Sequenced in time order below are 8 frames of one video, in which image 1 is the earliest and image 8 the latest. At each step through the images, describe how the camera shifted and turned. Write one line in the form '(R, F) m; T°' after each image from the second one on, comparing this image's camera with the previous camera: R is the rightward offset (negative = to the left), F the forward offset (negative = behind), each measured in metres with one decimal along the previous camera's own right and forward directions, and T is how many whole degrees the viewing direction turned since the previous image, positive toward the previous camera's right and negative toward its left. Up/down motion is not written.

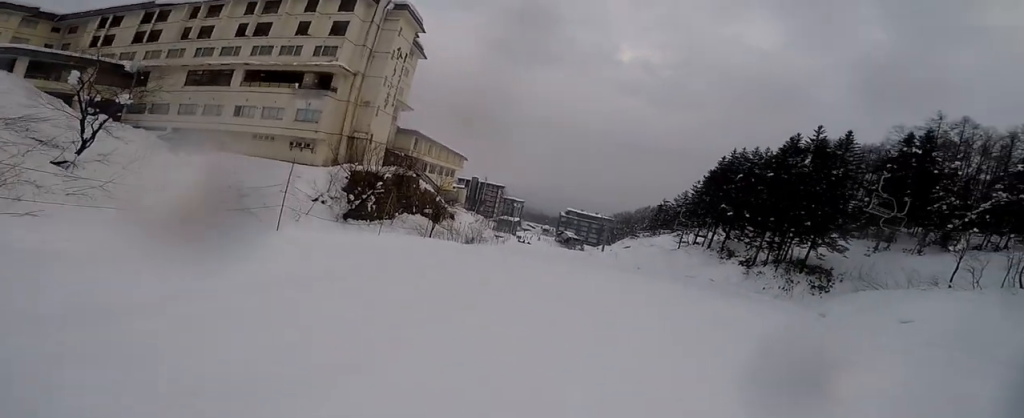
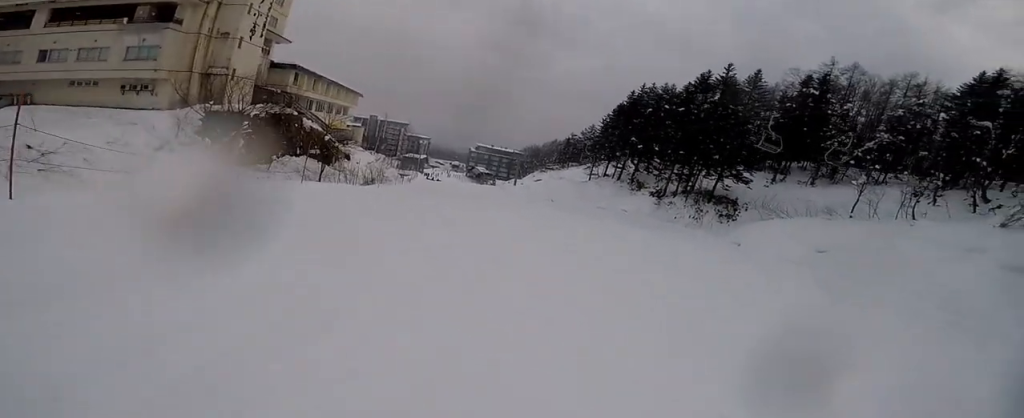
(+0.4, +3.4) m; +10°
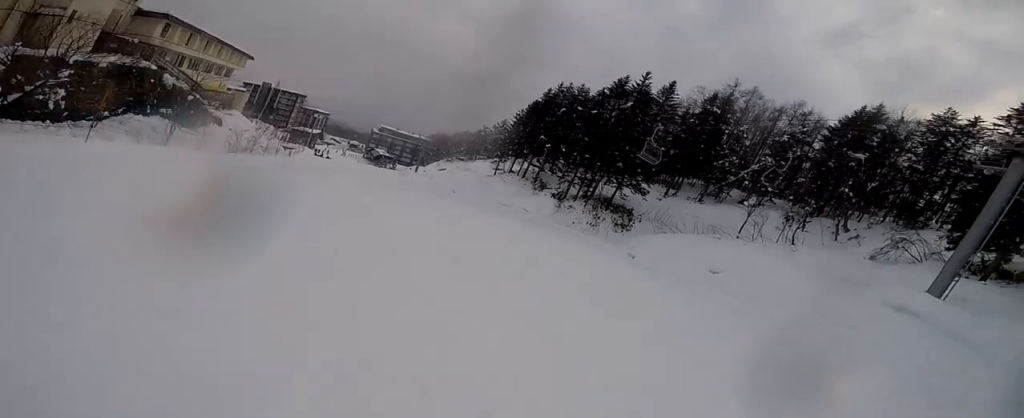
(+0.1, +3.5) m; +14°
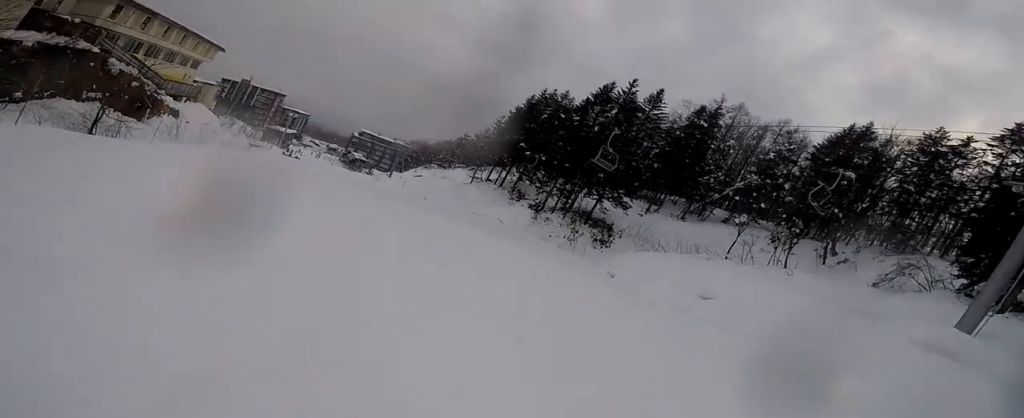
(+0.8, +3.4) m; +16°
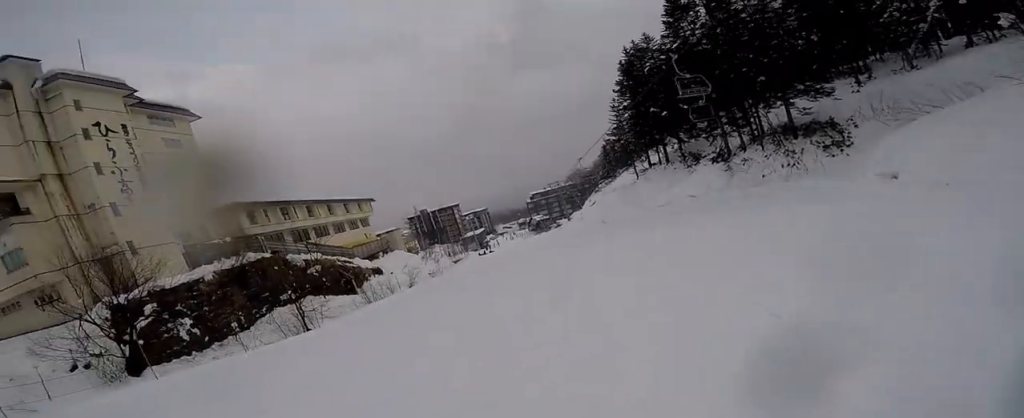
(-1.5, +6.4) m; -35°
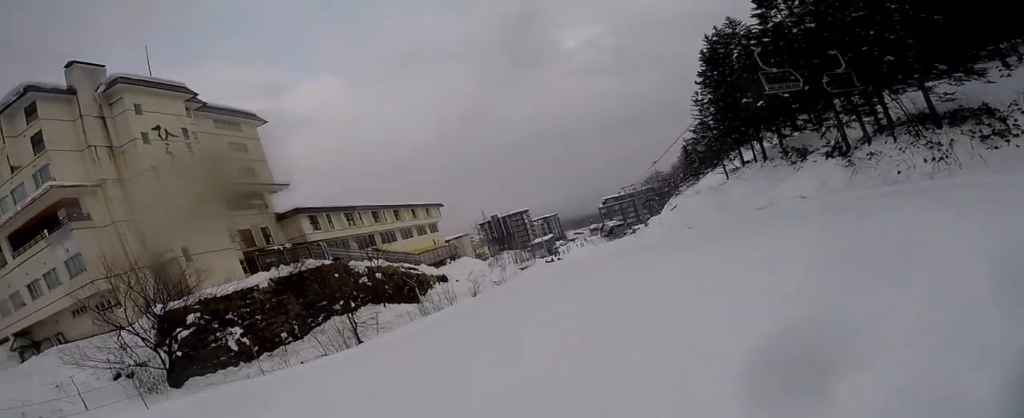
(-0.8, +4.4) m; -24°
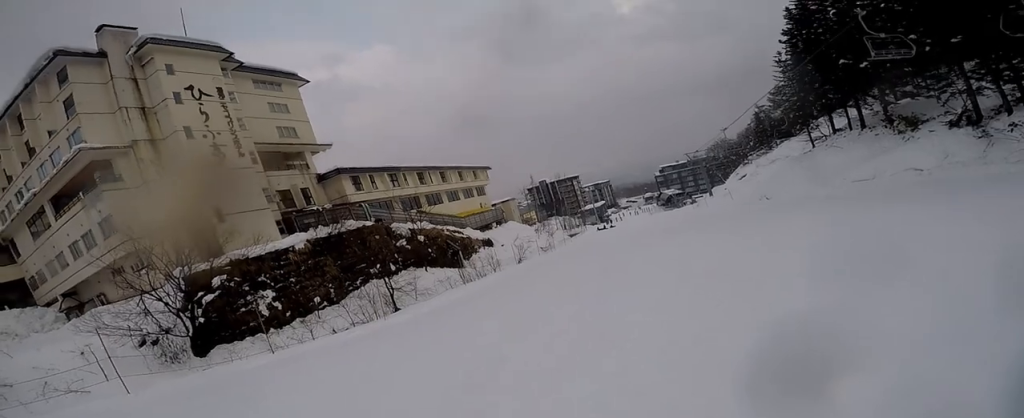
(-0.6, +3.2) m; -5°
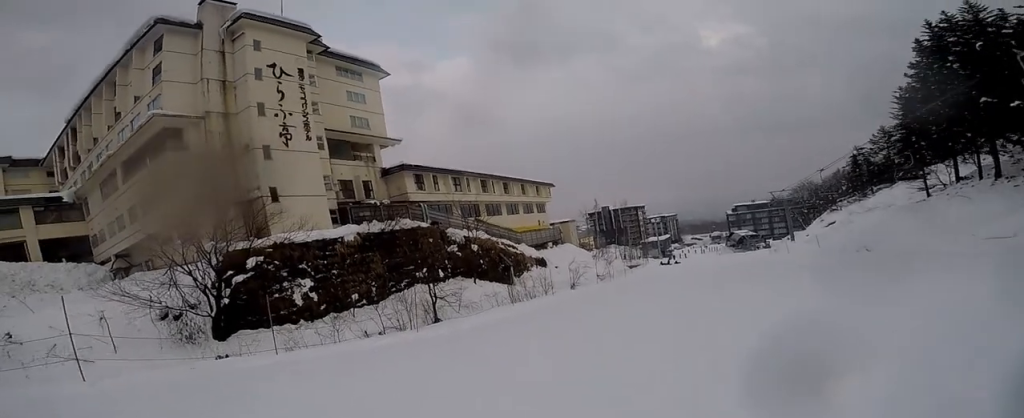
(-0.5, +3.0) m; +2°
